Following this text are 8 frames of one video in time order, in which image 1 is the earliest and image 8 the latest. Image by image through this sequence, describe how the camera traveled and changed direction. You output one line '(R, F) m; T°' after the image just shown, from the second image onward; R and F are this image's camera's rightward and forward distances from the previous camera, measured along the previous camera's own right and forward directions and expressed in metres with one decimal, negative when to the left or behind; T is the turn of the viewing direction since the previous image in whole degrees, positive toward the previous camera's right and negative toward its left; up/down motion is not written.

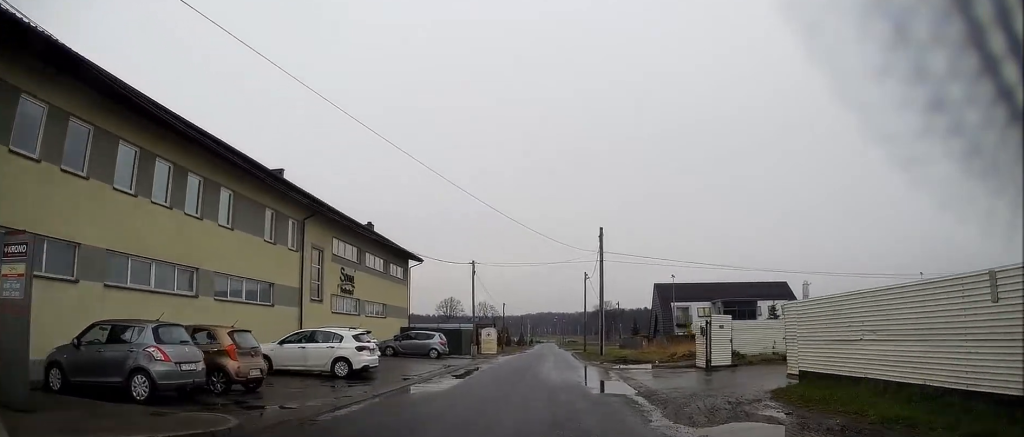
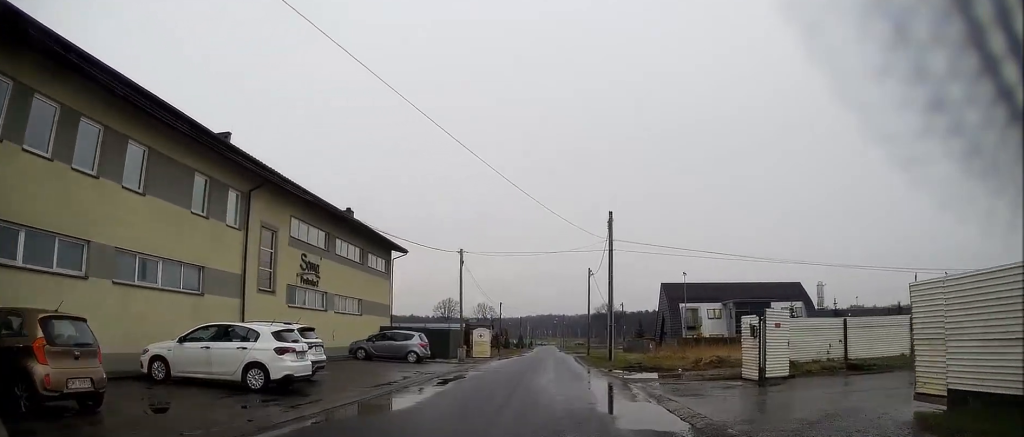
(0.0, +6.0) m; 0°
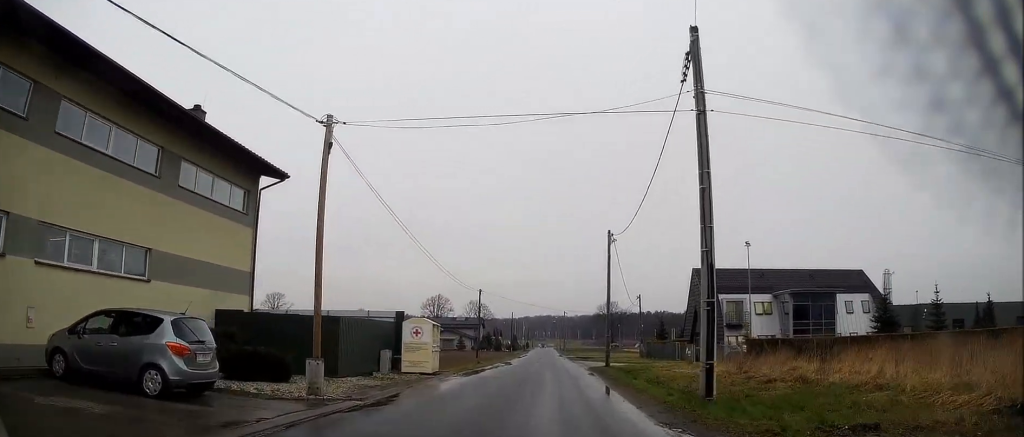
(+0.2, +22.4) m; +1°
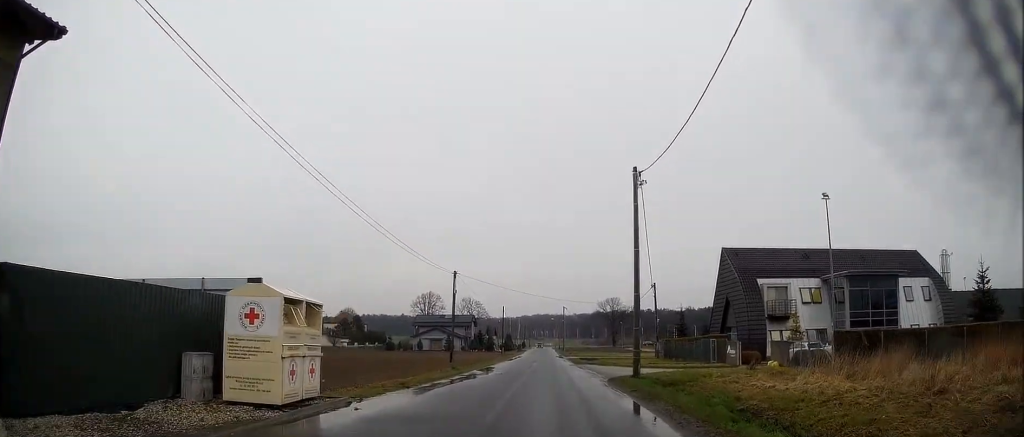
(0.0, +13.9) m; -1°
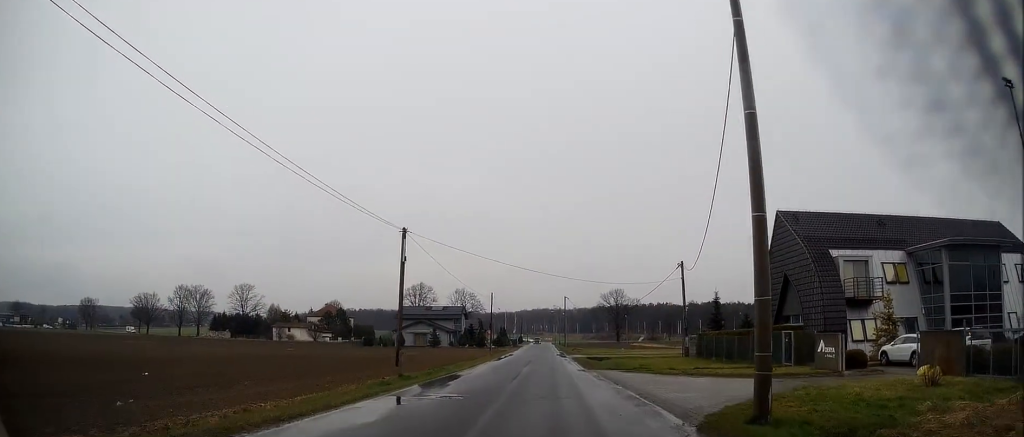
(-0.2, +14.8) m; 0°
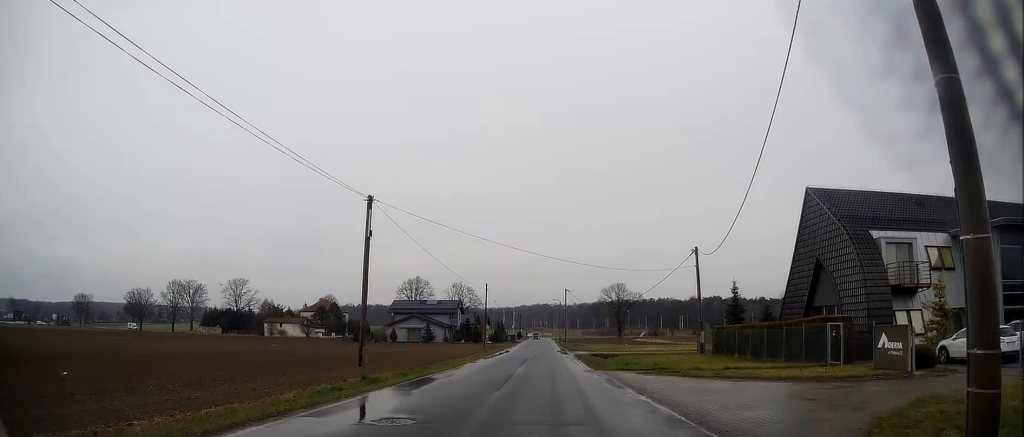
(0.0, +5.5) m; +1°
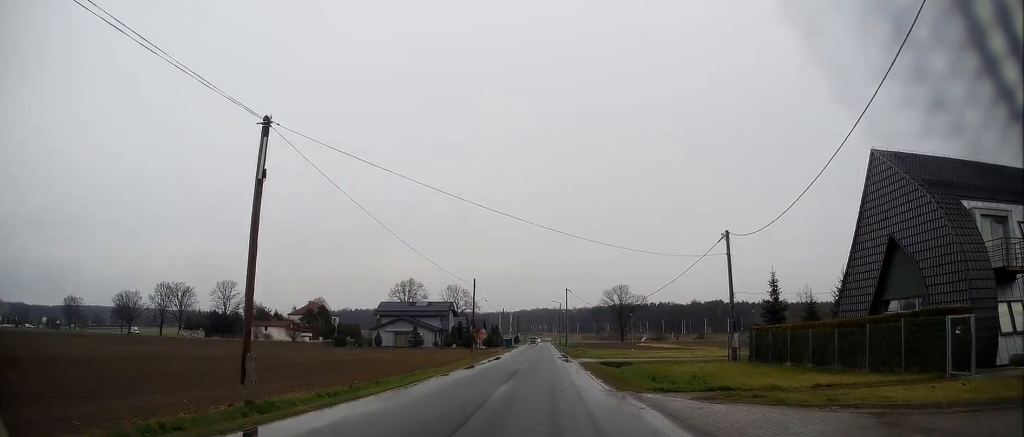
(+0.2, +8.8) m; +1°
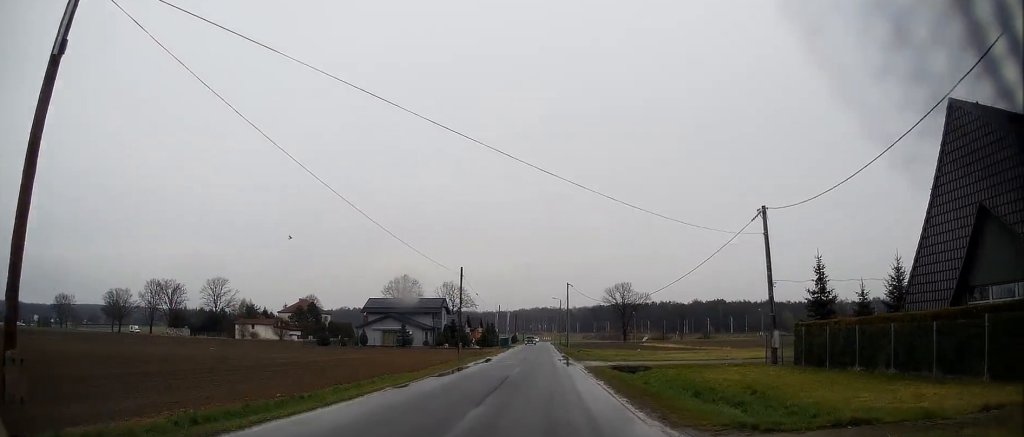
(0.0, +7.2) m; 0°
